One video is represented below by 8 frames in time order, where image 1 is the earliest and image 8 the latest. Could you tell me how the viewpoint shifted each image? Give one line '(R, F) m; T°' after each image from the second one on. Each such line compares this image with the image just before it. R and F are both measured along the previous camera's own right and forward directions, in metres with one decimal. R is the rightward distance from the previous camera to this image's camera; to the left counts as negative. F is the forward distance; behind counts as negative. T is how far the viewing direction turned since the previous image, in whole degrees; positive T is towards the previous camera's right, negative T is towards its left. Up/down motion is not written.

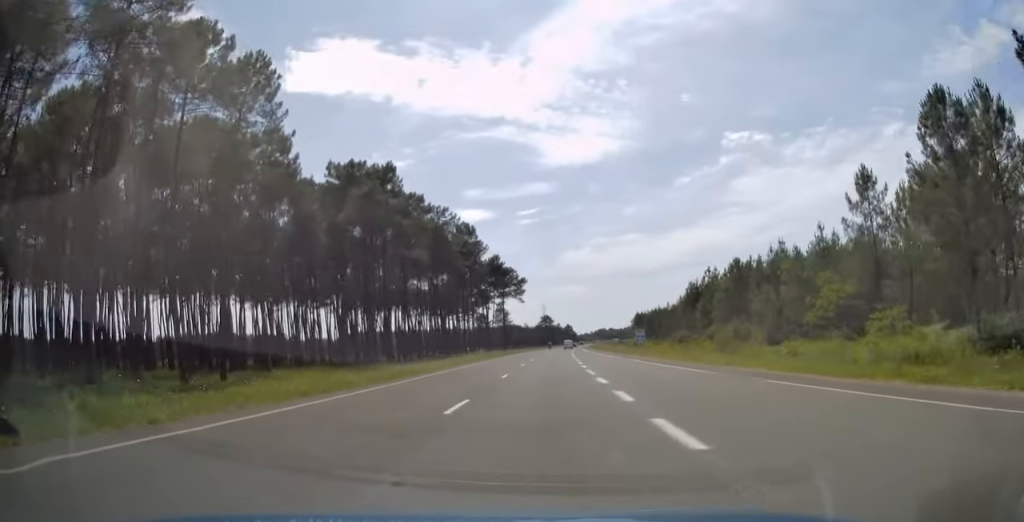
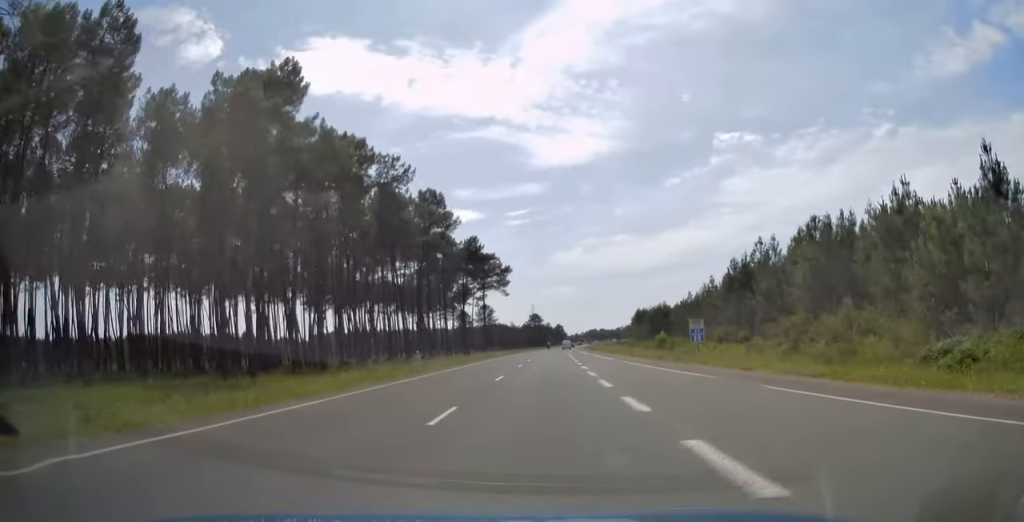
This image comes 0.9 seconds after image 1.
(+0.2, +27.9) m; +1°
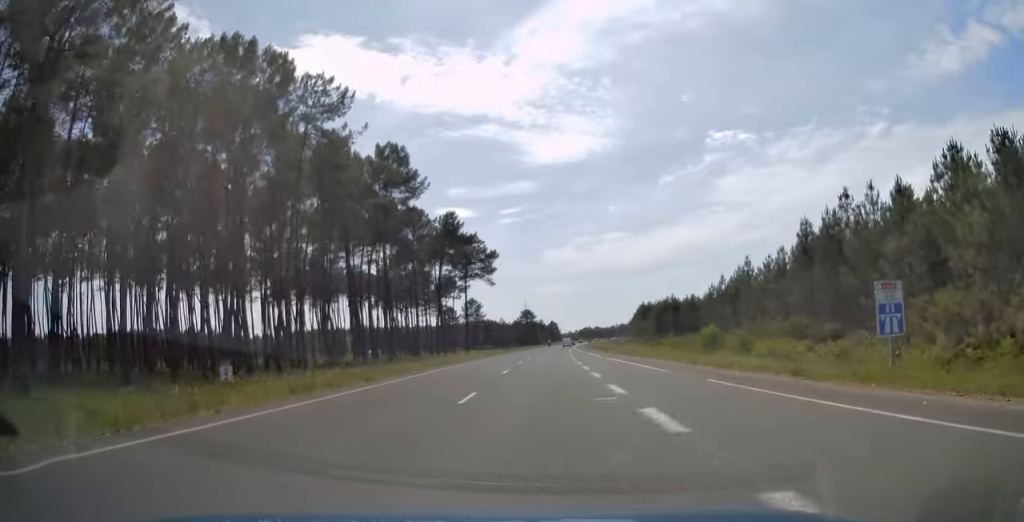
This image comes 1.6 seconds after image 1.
(0.0, +22.4) m; +1°
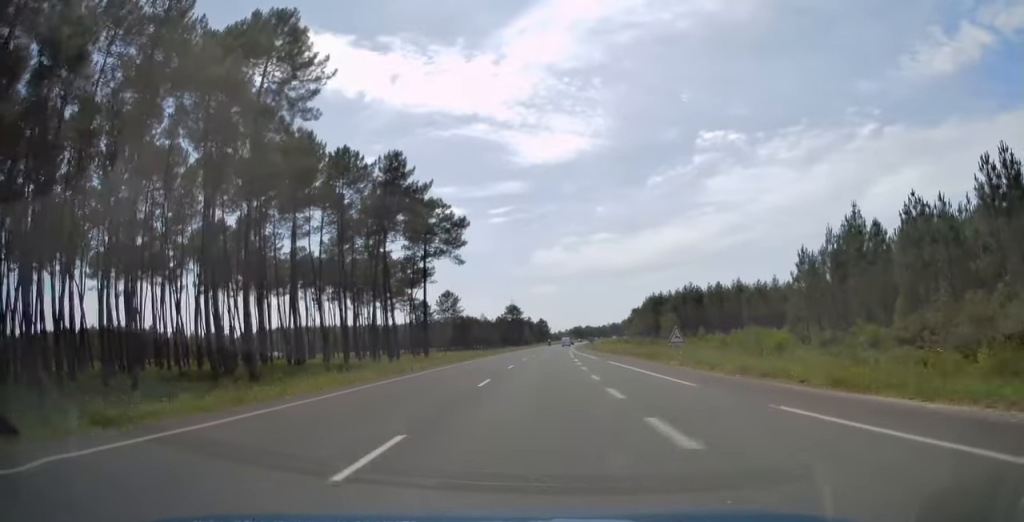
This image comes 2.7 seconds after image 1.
(+0.6, +33.6) m; +1°
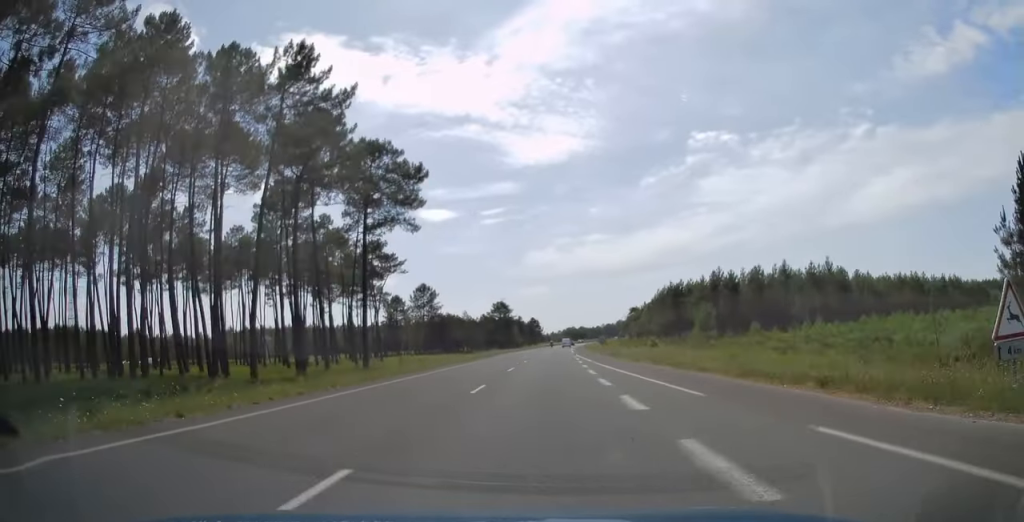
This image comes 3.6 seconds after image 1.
(+0.1, +28.6) m; +1°
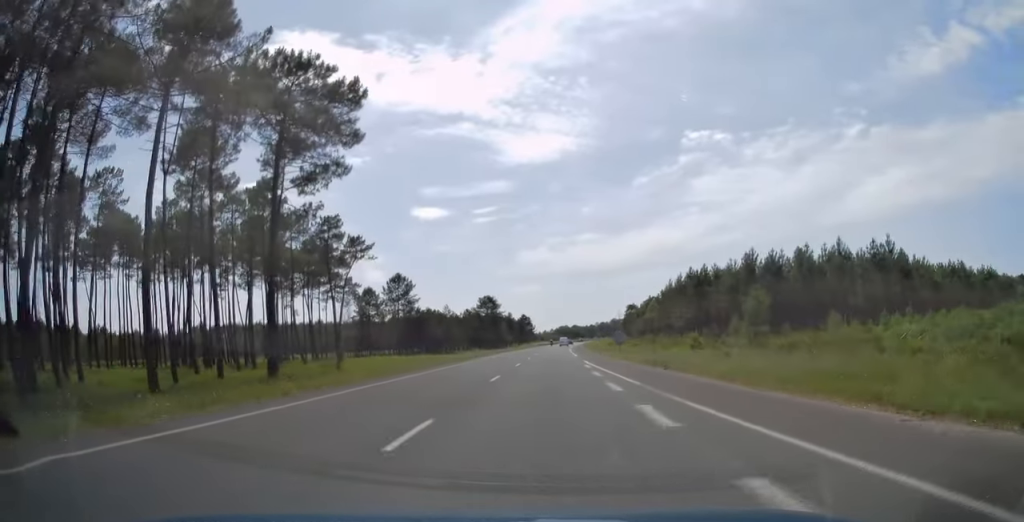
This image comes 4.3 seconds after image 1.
(+0.3, +21.9) m; +1°
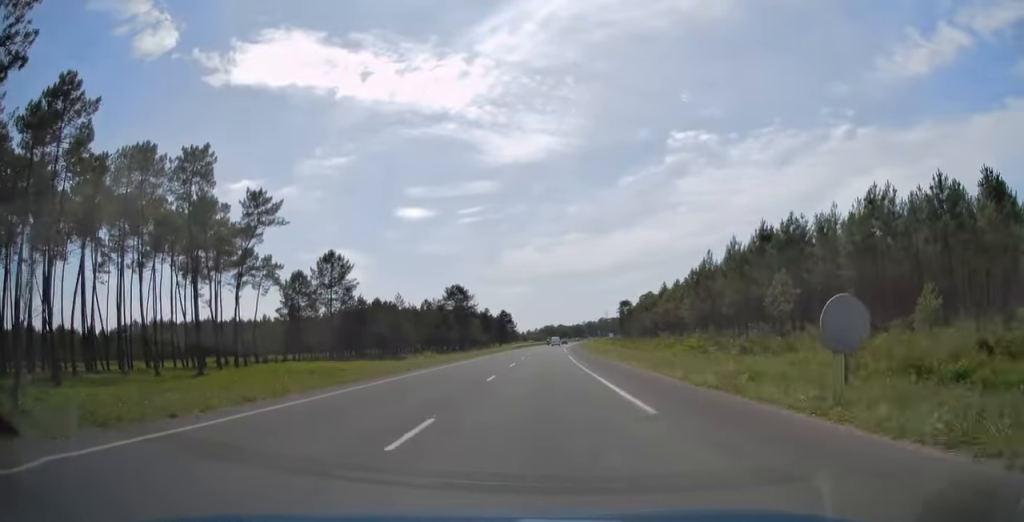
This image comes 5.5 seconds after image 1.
(+0.3, +39.1) m; +1°
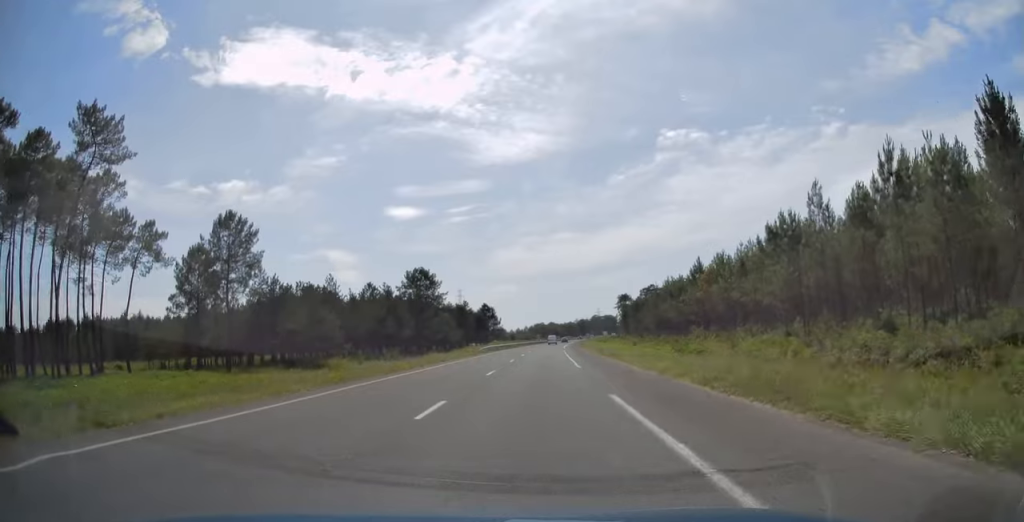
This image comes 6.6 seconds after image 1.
(+0.6, +36.0) m; +1°
